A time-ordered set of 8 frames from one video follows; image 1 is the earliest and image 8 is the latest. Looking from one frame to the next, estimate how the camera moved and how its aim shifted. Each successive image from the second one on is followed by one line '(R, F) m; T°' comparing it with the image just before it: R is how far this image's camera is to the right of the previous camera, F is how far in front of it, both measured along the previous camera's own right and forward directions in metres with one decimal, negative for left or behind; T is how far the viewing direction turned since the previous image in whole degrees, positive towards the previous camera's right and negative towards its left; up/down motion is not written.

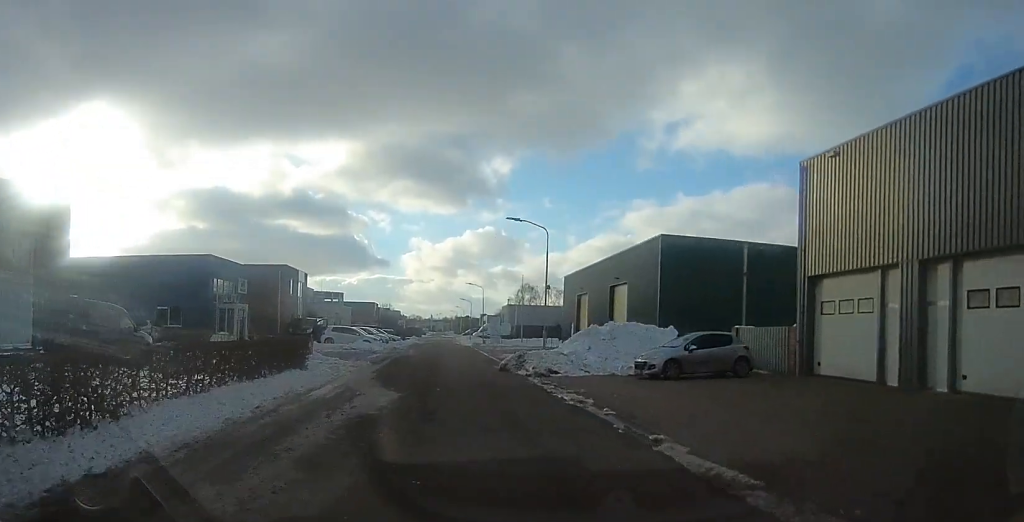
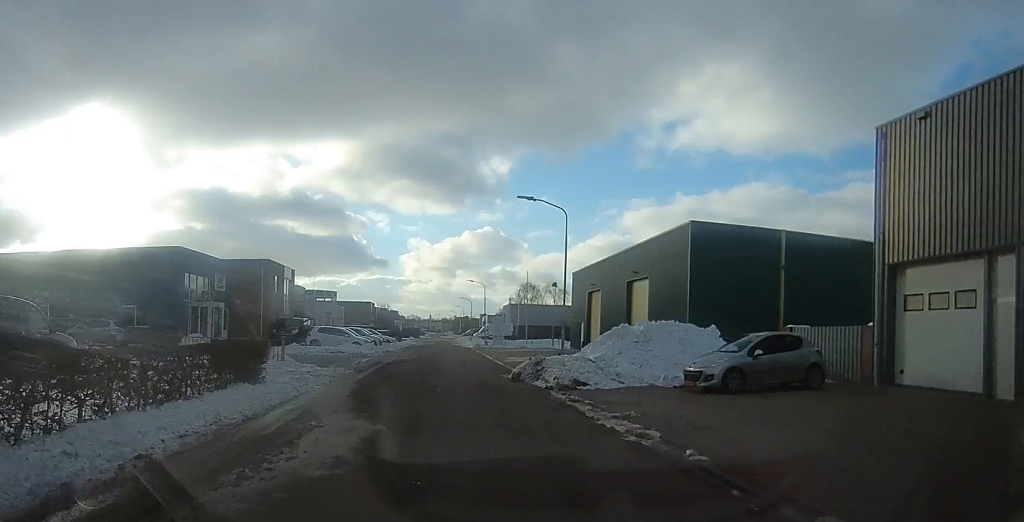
(0.0, +4.2) m; 0°
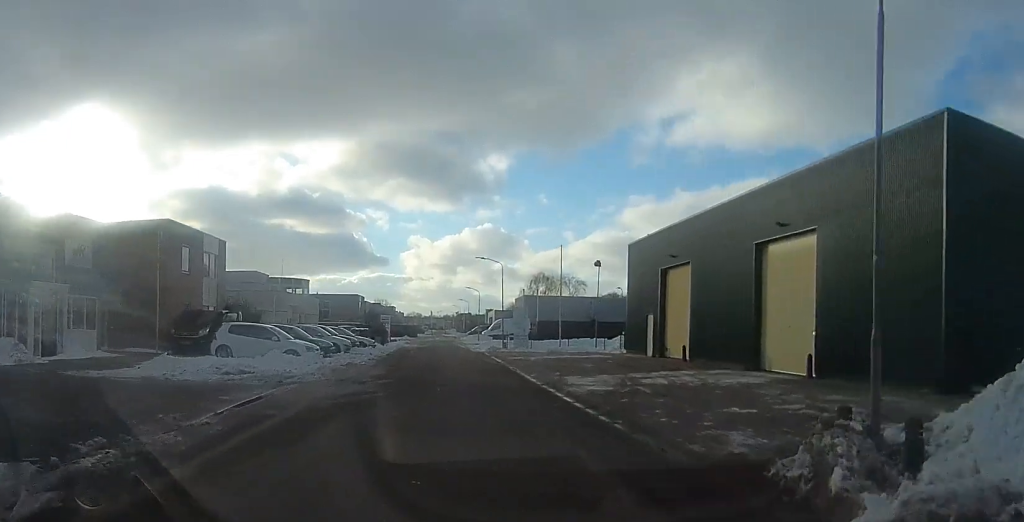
(0.0, +15.9) m; 0°
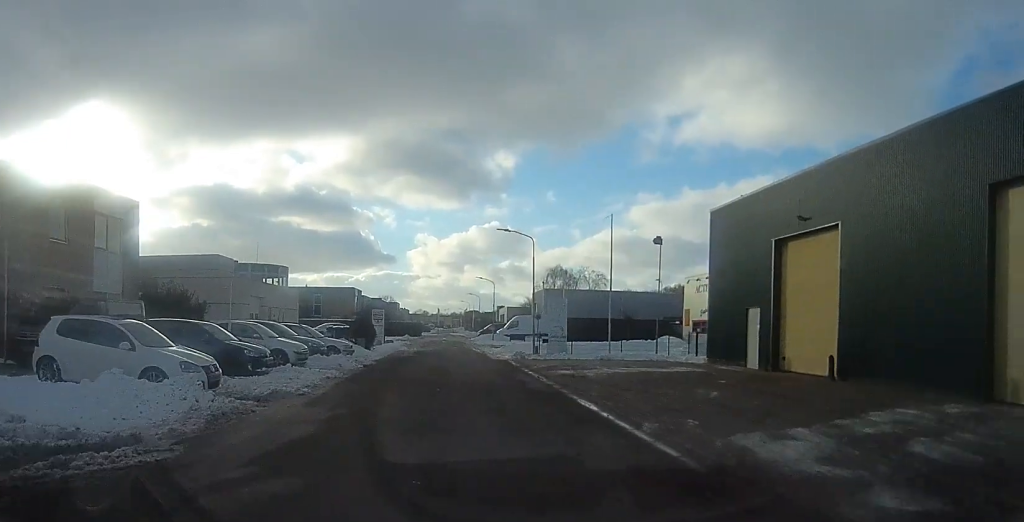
(0.0, +10.9) m; 0°
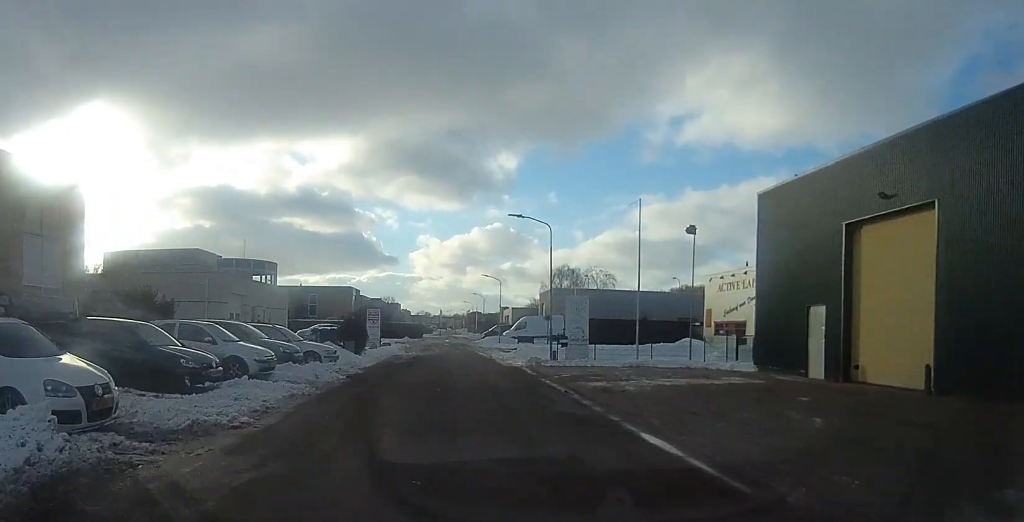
(0.0, +4.1) m; 0°
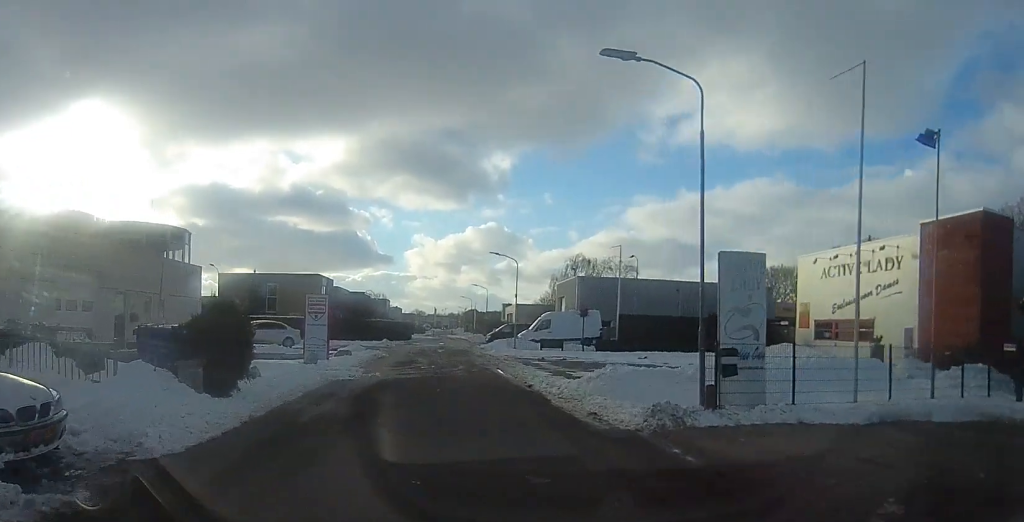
(0.0, +15.3) m; +3°
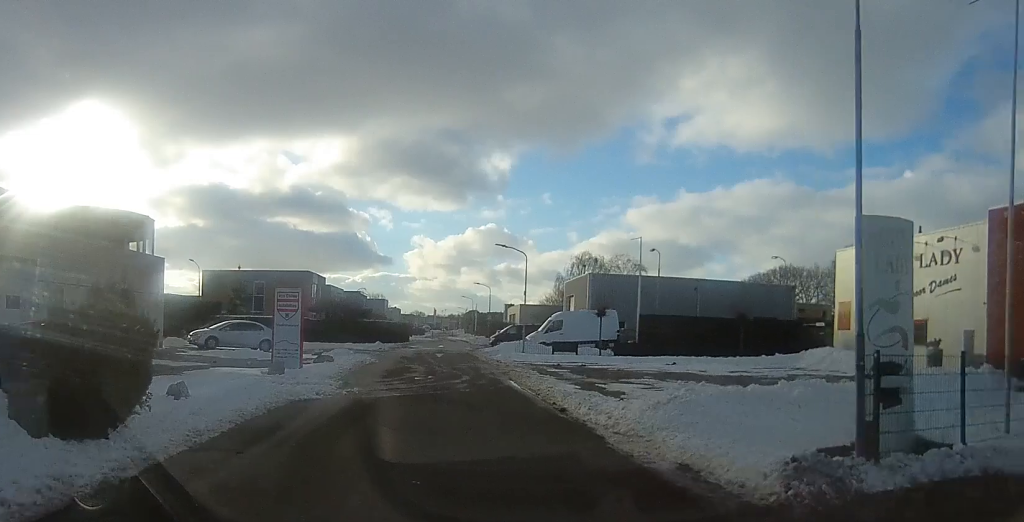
(+0.2, +4.1) m; -3°
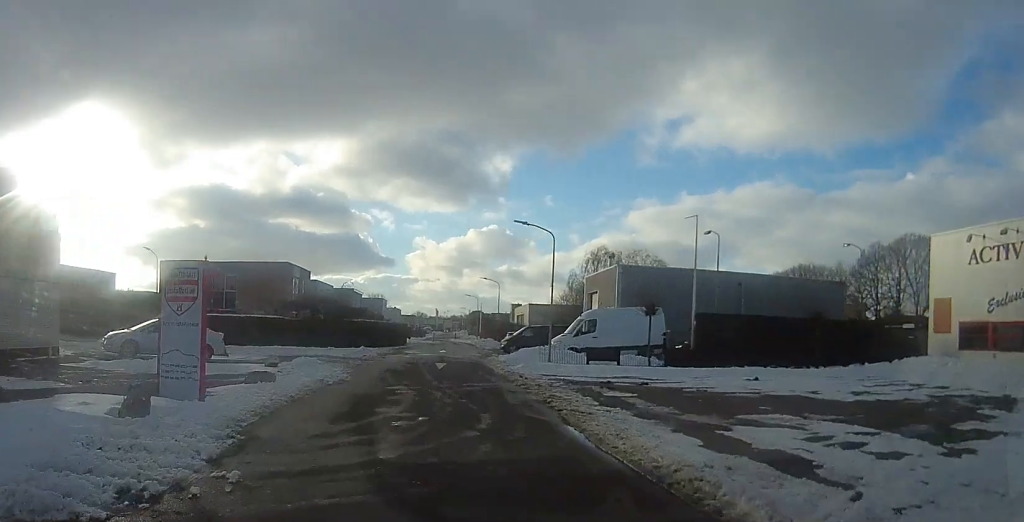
(0.0, +7.6) m; -3°
